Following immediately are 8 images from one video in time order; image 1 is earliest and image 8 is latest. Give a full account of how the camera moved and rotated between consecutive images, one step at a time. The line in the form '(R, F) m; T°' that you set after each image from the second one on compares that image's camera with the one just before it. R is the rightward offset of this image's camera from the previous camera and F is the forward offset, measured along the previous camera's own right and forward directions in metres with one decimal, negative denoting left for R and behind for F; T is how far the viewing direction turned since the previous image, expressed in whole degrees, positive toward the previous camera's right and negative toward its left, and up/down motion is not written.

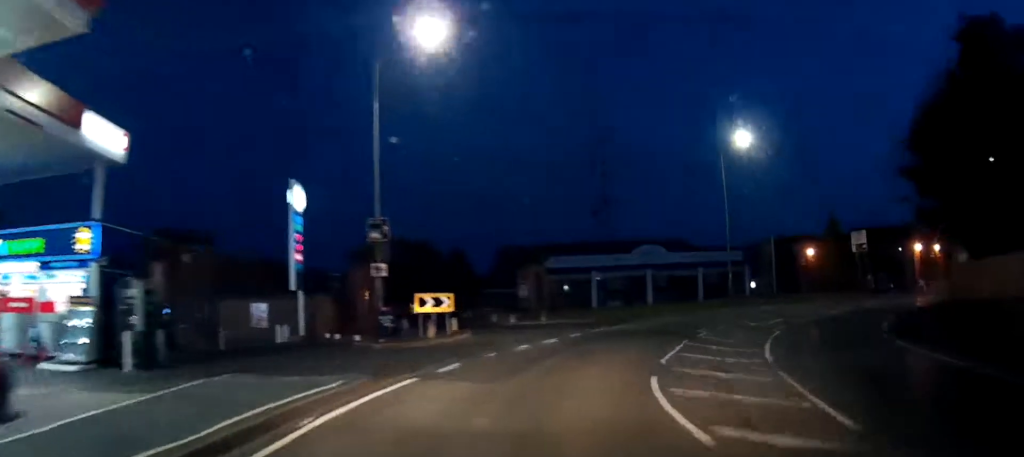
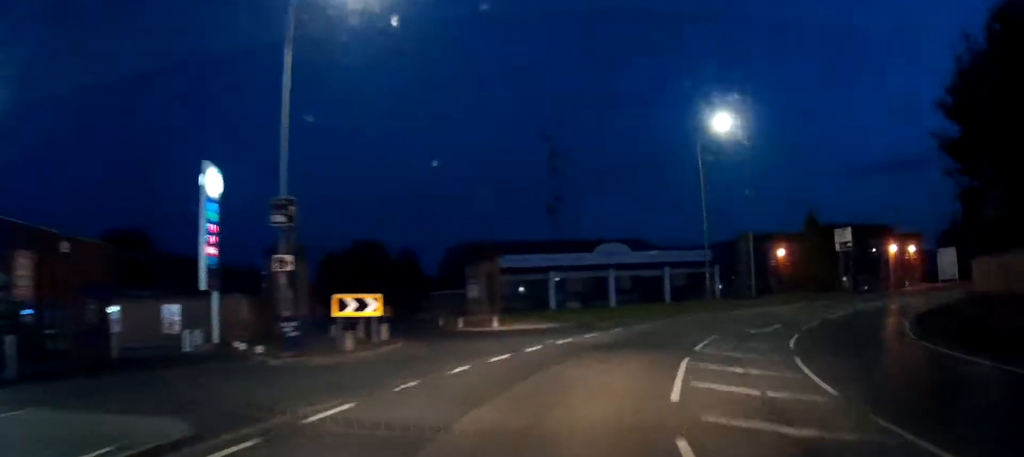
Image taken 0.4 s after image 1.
(-0.2, +4.7) m; +2°
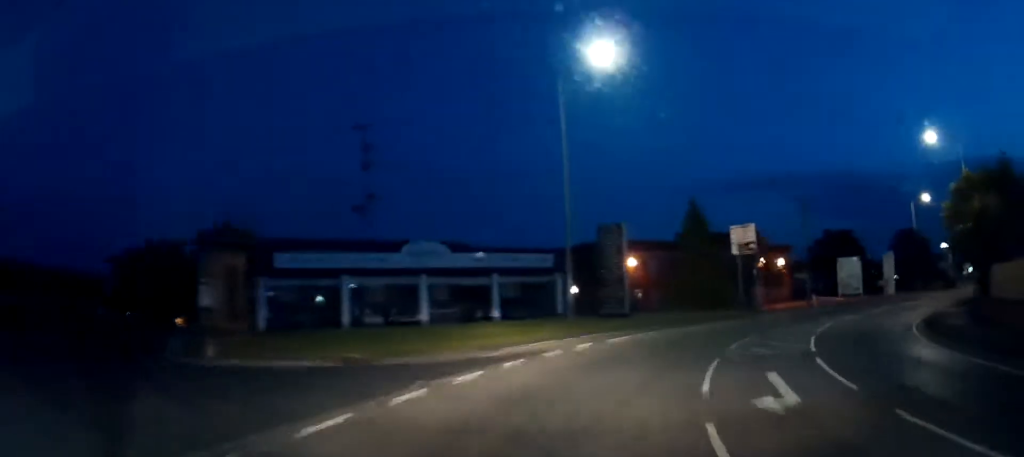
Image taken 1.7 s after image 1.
(+1.1, +12.7) m; +14°
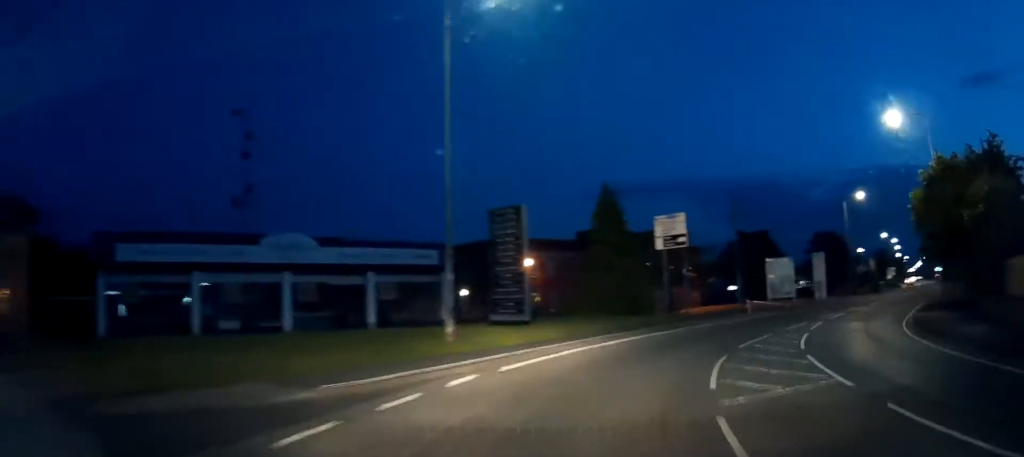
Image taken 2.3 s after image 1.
(+0.7, +6.2) m; +12°
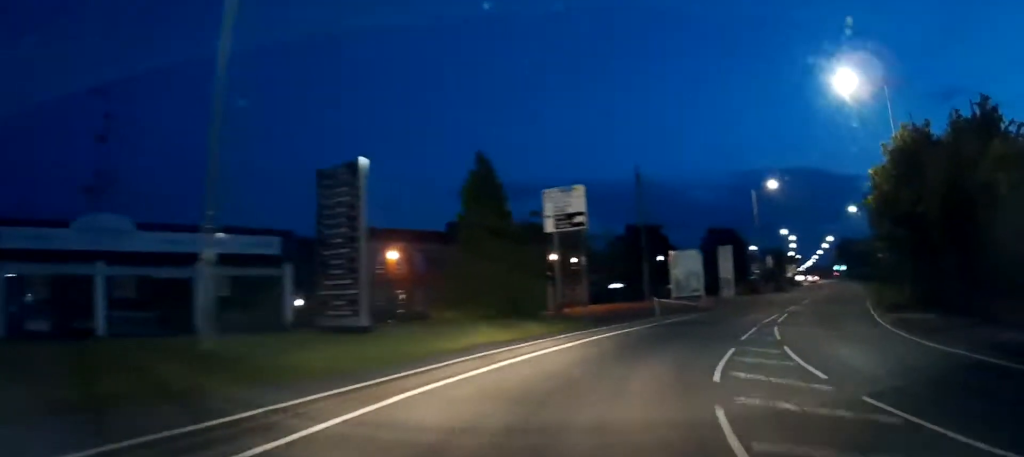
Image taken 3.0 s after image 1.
(+0.8, +6.5) m; +11°
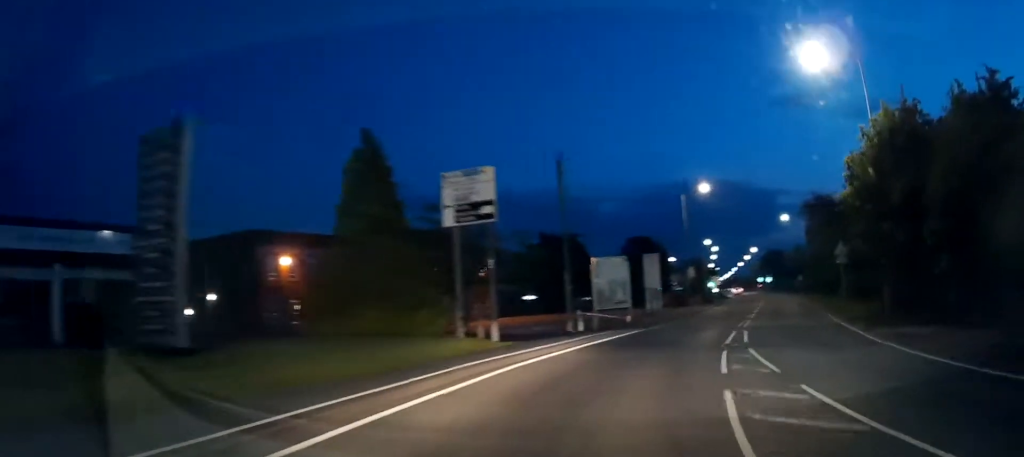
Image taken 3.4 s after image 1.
(+0.4, +4.7) m; +7°
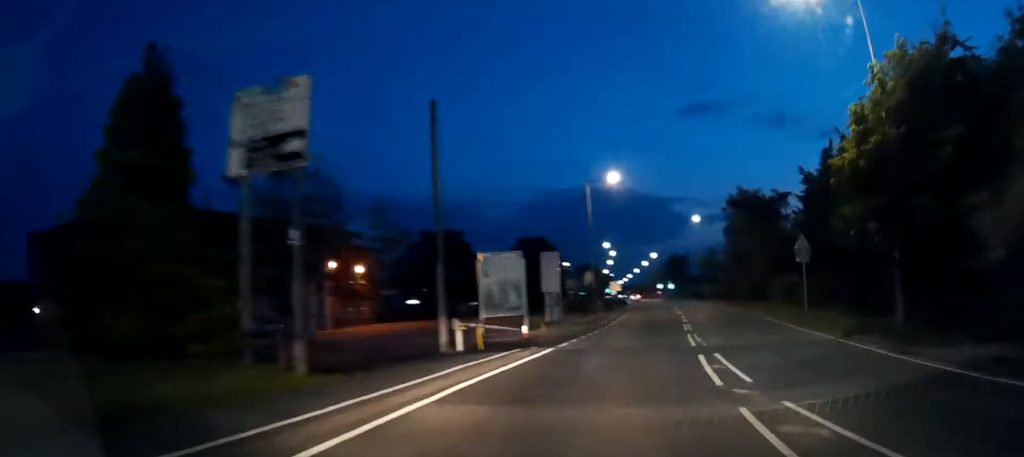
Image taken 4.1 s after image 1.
(+0.6, +7.2) m; +7°
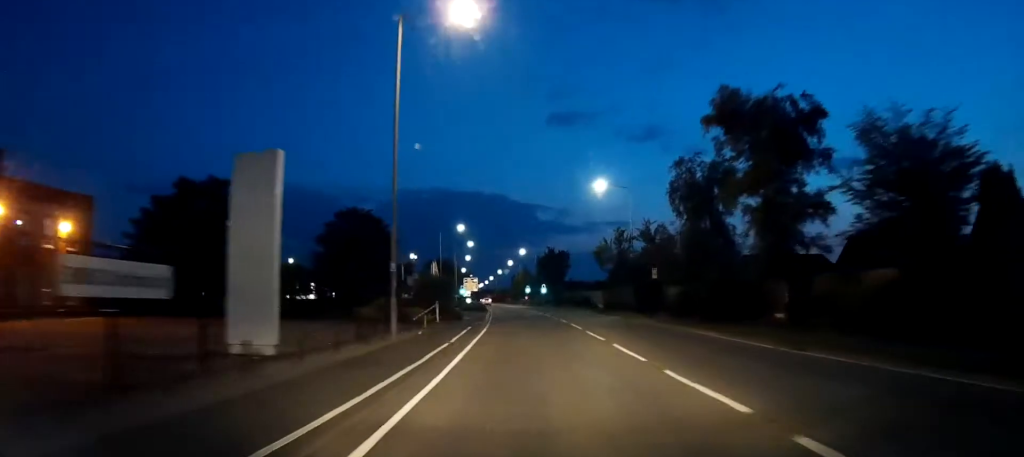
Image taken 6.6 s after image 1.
(+5.7, +25.5) m; +20°
